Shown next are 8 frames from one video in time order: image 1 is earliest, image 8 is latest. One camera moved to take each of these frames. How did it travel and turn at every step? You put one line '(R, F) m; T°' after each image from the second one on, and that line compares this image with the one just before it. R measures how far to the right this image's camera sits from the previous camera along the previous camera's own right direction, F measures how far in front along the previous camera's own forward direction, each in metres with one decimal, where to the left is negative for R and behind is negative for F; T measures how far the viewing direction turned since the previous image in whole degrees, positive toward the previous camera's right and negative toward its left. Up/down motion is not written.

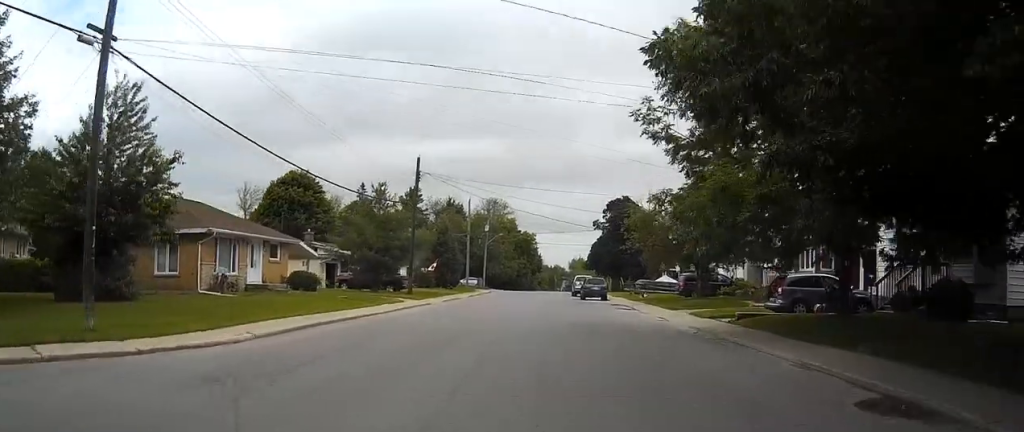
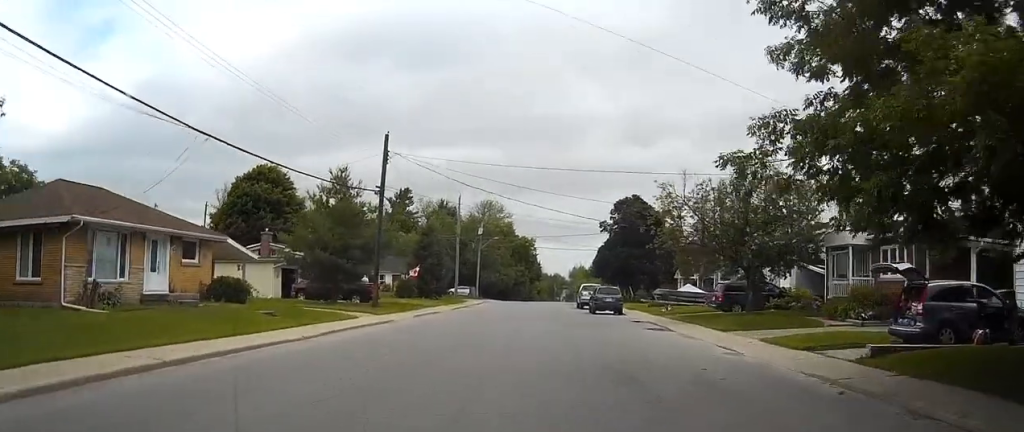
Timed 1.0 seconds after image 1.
(0.0, +10.5) m; 0°
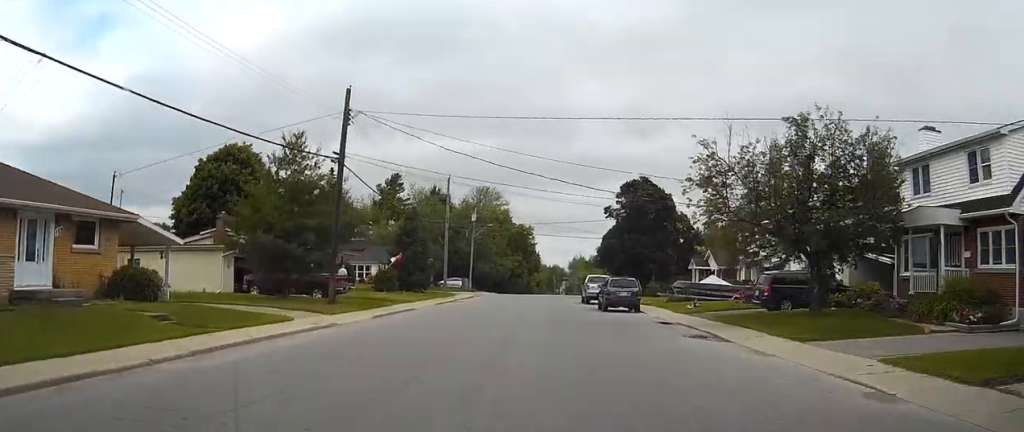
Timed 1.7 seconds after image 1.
(0.0, +8.2) m; 0°
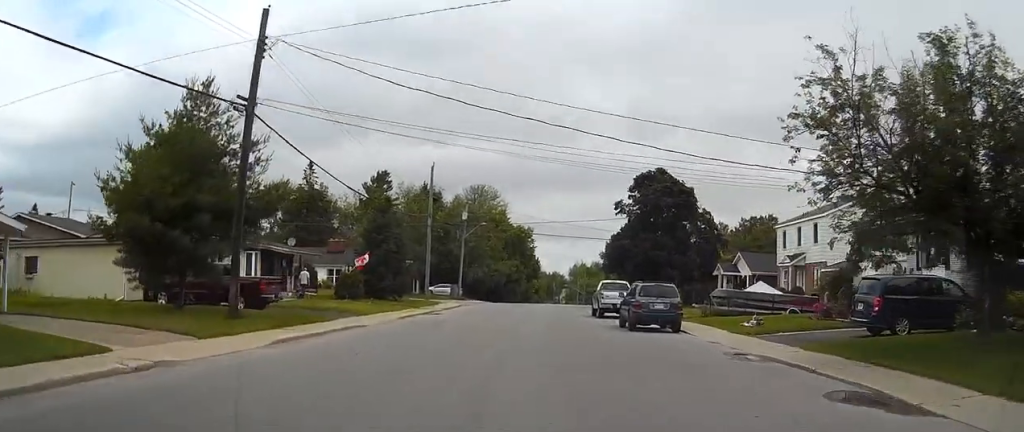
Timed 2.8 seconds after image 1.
(0.0, +10.7) m; 0°
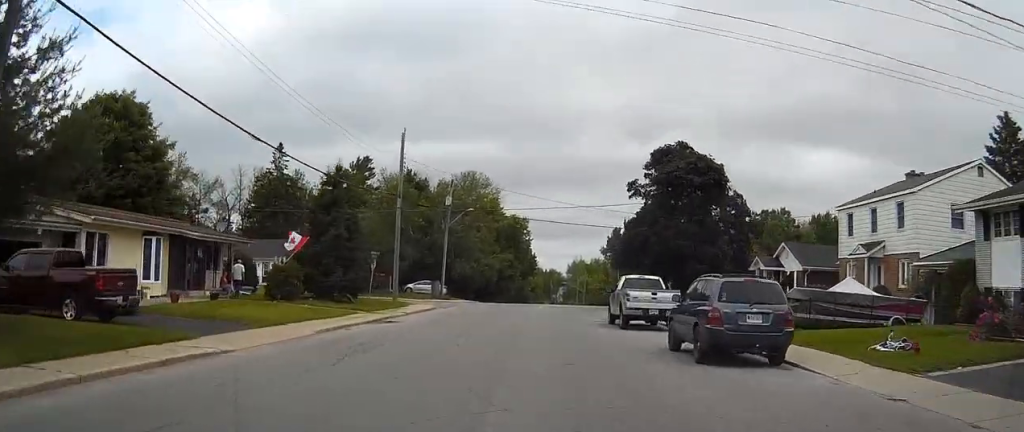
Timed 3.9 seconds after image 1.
(0.0, +11.7) m; 0°
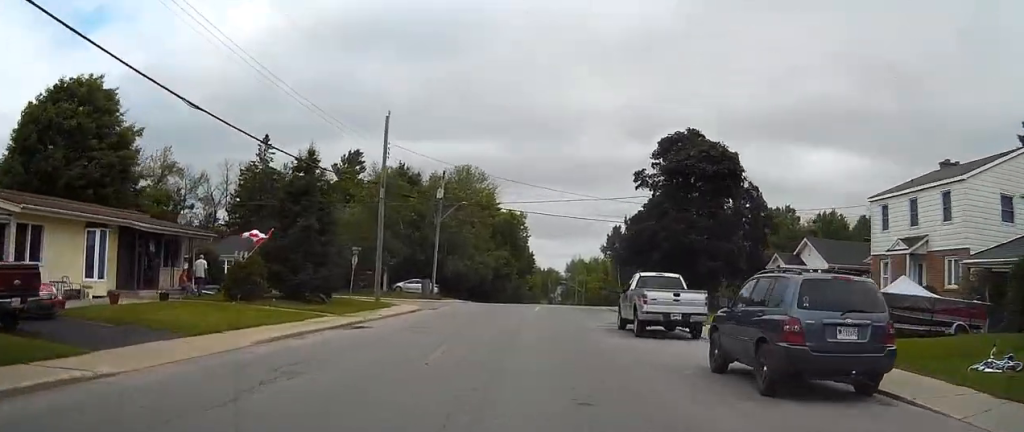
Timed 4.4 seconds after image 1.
(0.0, +4.6) m; 0°
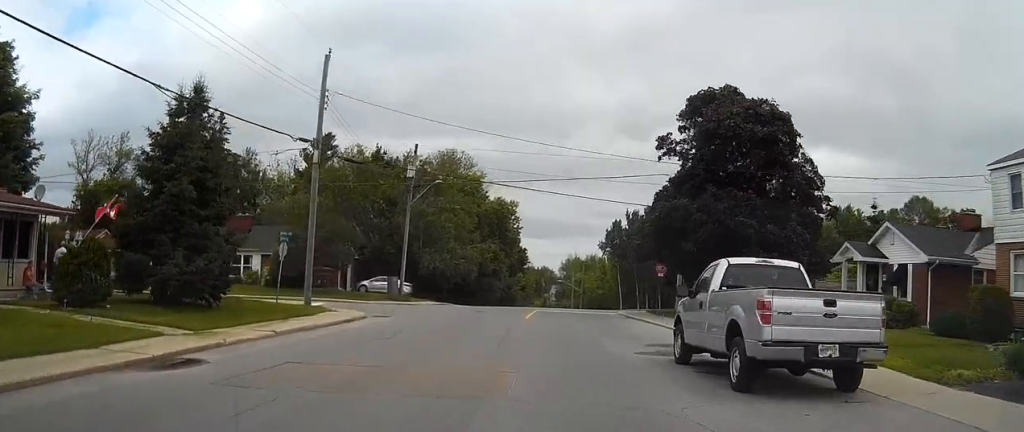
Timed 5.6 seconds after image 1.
(-0.1, +11.8) m; +1°
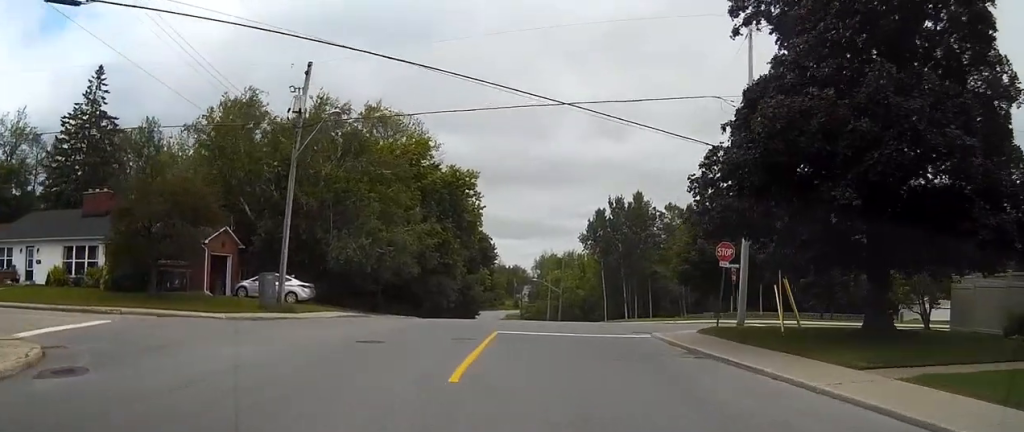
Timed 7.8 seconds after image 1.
(+0.6, +19.1) m; +3°
